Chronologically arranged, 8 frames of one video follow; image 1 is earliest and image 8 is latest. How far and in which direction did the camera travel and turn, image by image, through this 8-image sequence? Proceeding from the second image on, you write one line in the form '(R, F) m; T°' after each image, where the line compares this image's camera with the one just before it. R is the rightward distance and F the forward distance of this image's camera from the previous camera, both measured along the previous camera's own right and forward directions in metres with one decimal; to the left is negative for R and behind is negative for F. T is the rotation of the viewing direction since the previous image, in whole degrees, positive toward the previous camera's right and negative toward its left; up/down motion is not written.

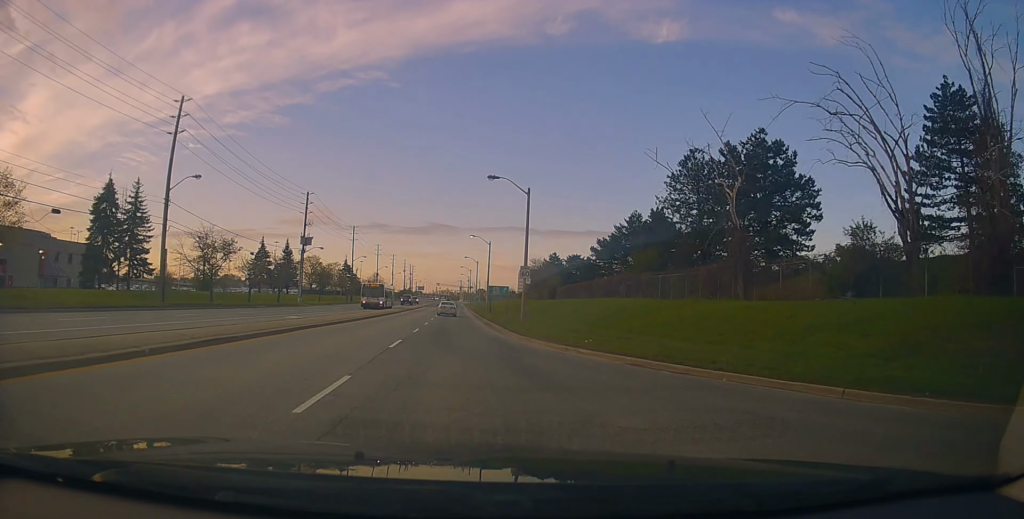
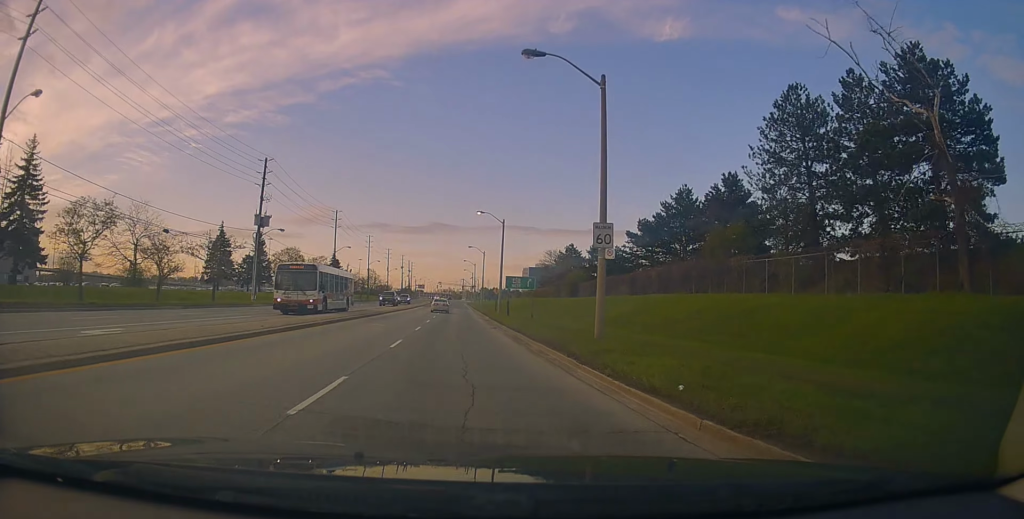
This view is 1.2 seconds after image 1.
(-0.3, +17.1) m; 0°
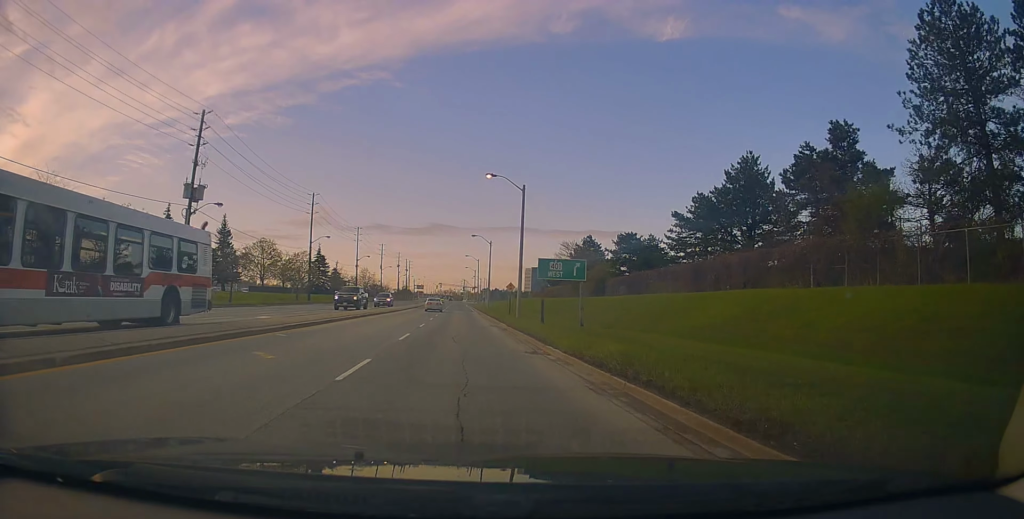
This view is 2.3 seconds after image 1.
(+0.4, +15.6) m; 0°
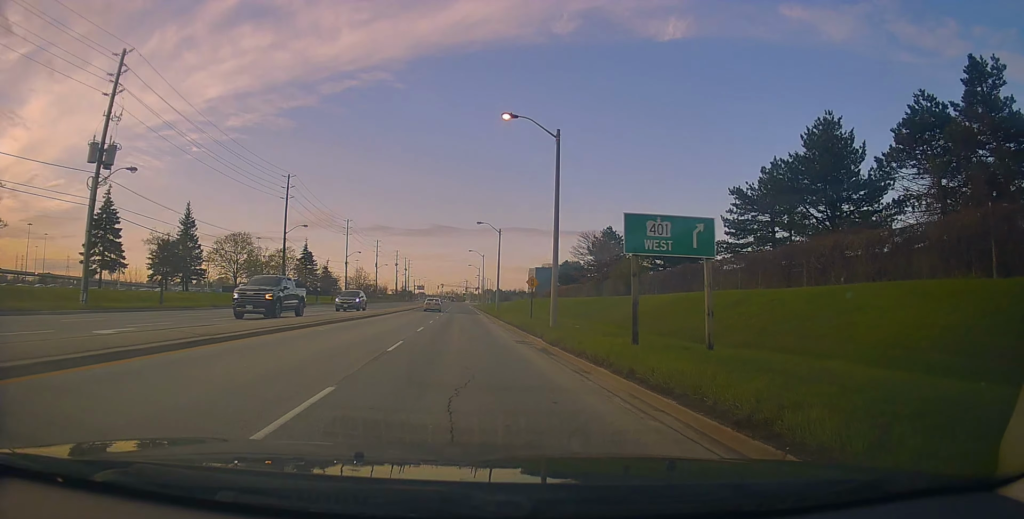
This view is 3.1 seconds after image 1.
(-0.3, +12.7) m; 0°
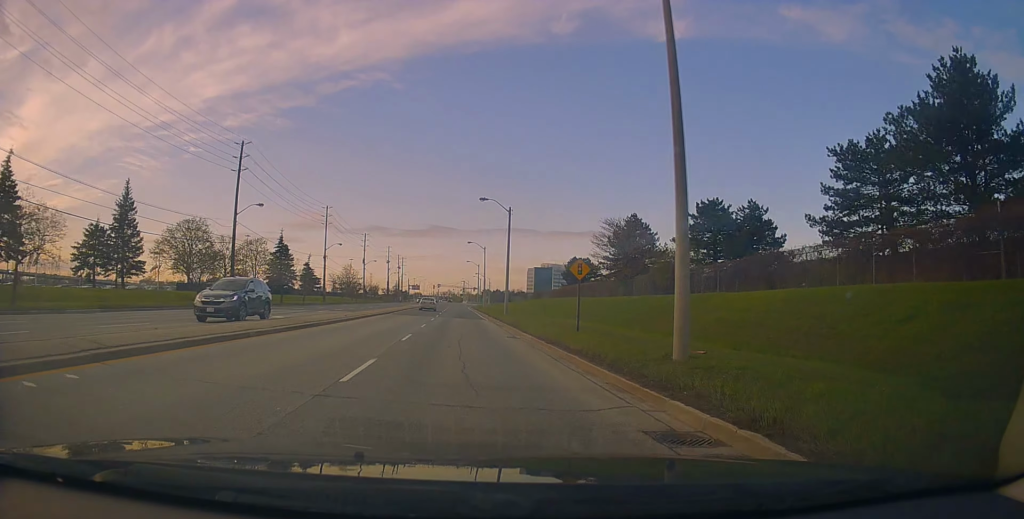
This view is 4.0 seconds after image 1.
(+0.3, +14.7) m; 0°
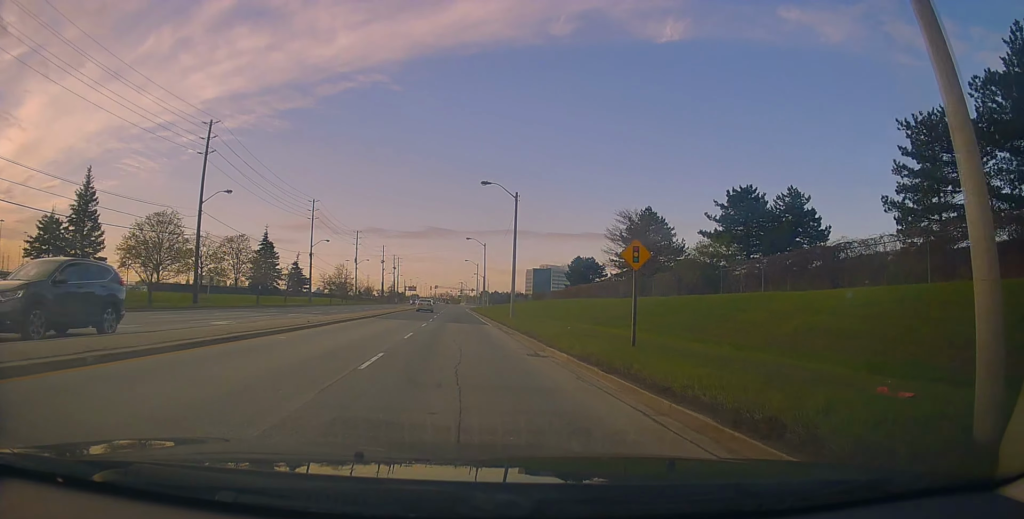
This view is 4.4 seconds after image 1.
(0.0, +6.8) m; 0°
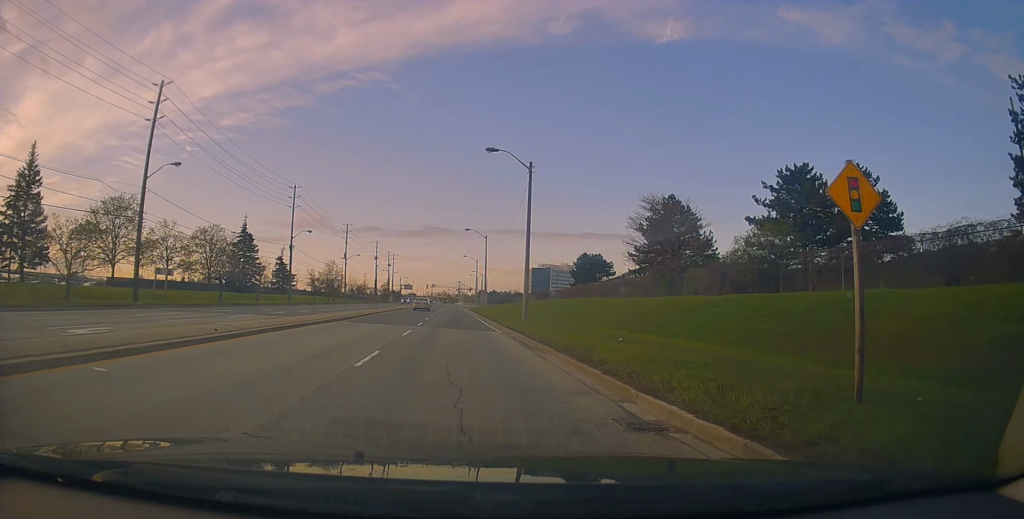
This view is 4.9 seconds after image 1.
(-0.2, +8.7) m; -1°
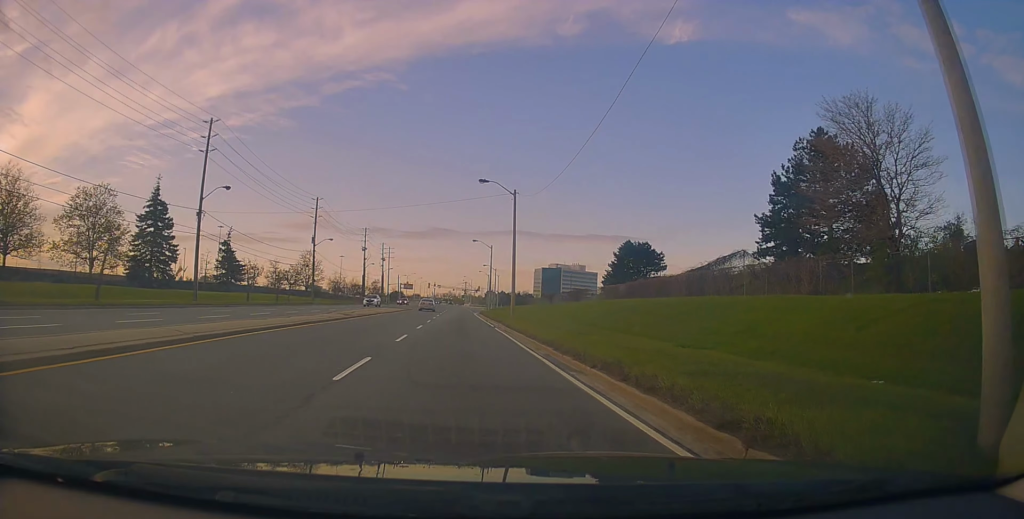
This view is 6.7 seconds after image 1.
(+0.2, +28.3) m; +1°
